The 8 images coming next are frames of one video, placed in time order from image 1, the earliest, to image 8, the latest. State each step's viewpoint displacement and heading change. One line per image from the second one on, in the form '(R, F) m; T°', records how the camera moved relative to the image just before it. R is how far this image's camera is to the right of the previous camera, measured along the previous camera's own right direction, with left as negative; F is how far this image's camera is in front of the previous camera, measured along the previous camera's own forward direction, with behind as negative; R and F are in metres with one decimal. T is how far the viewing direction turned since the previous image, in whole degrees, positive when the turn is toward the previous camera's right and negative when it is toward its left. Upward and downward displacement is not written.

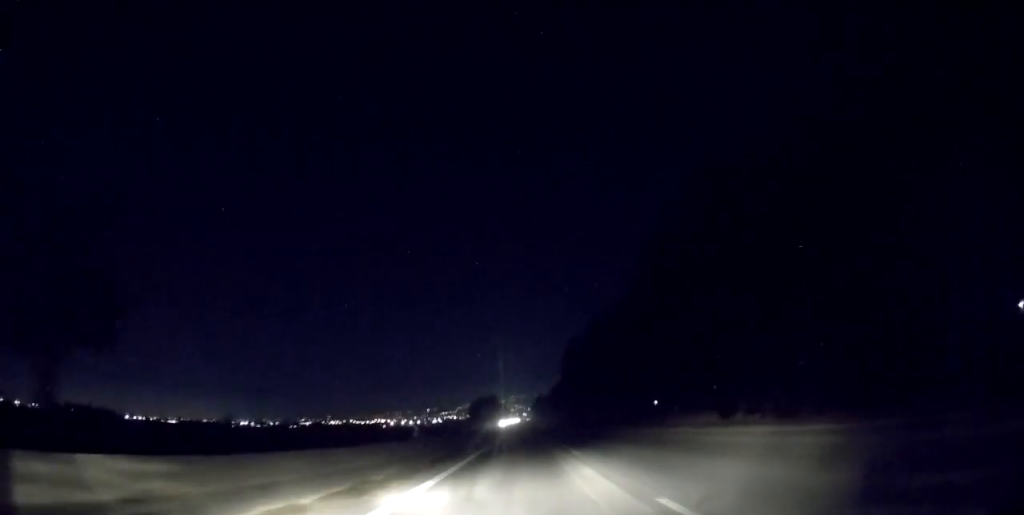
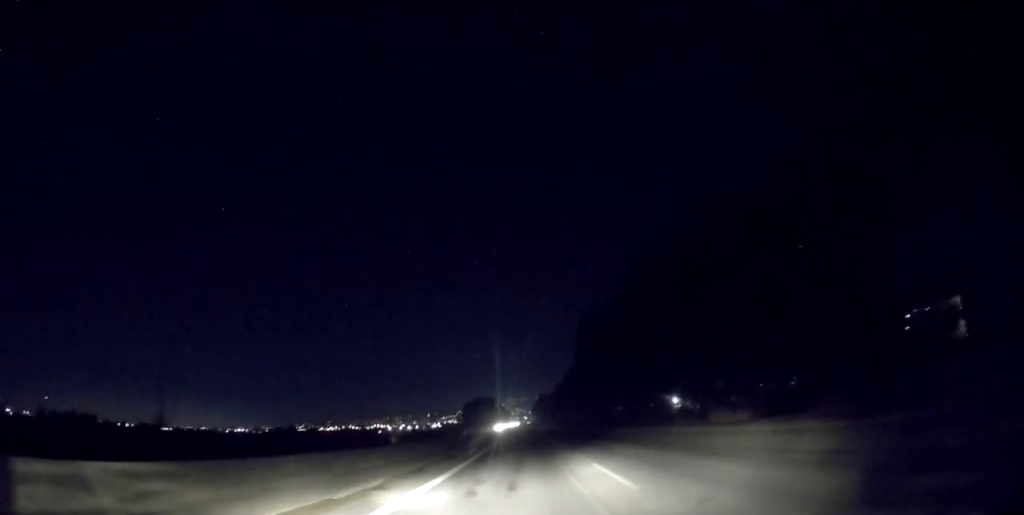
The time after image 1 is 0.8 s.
(-0.1, +28.2) m; 0°
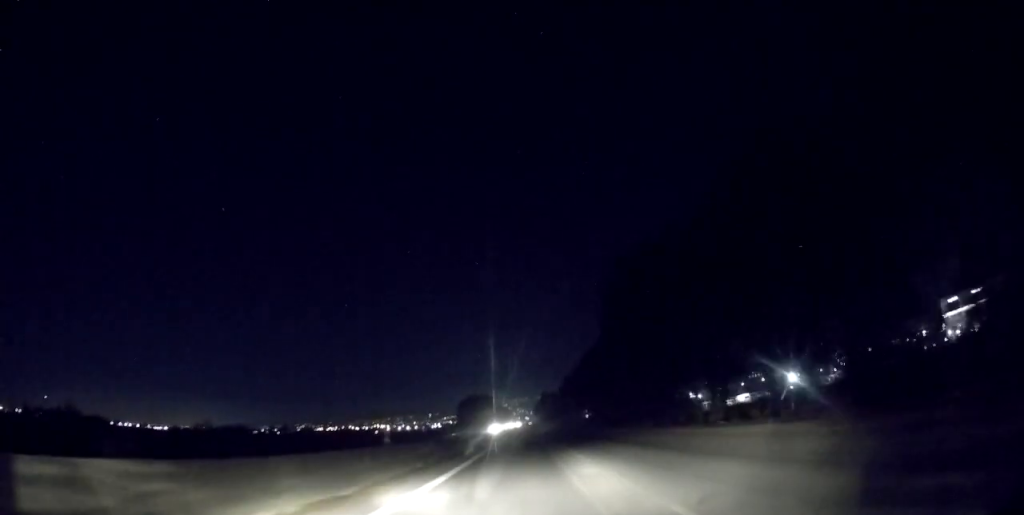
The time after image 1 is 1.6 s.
(0.0, +26.5) m; 0°
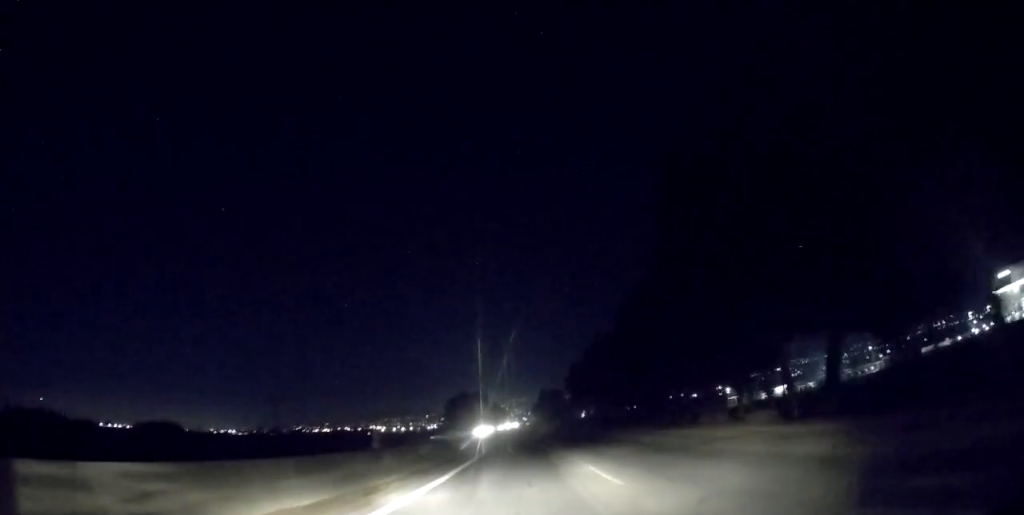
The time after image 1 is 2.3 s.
(-0.1, +25.9) m; 0°
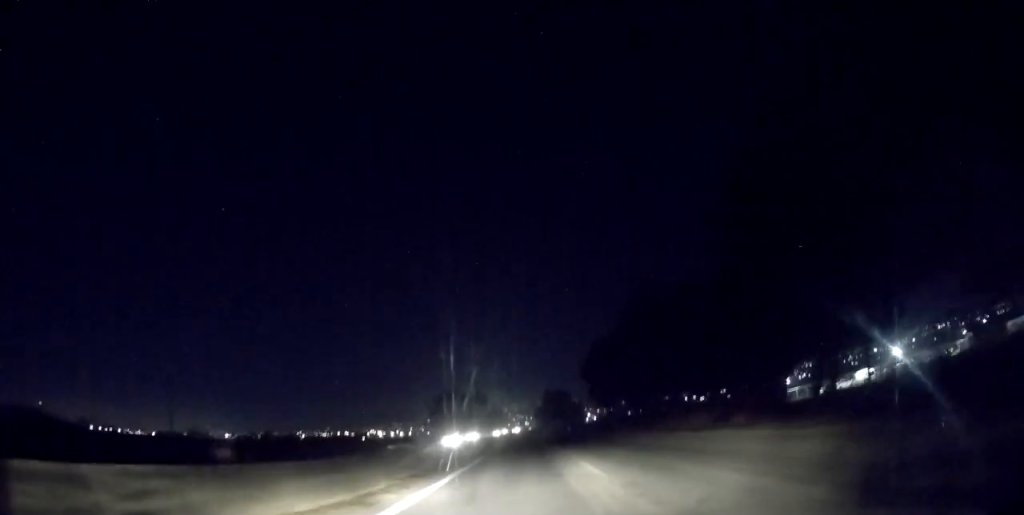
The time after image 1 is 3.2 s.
(-0.2, +33.0) m; 0°
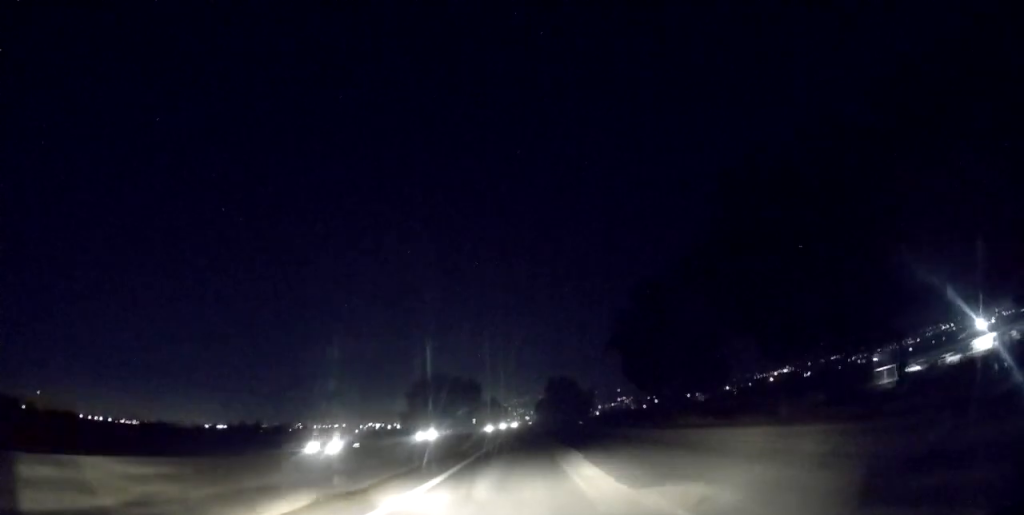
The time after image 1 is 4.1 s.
(+0.3, +30.1) m; 0°
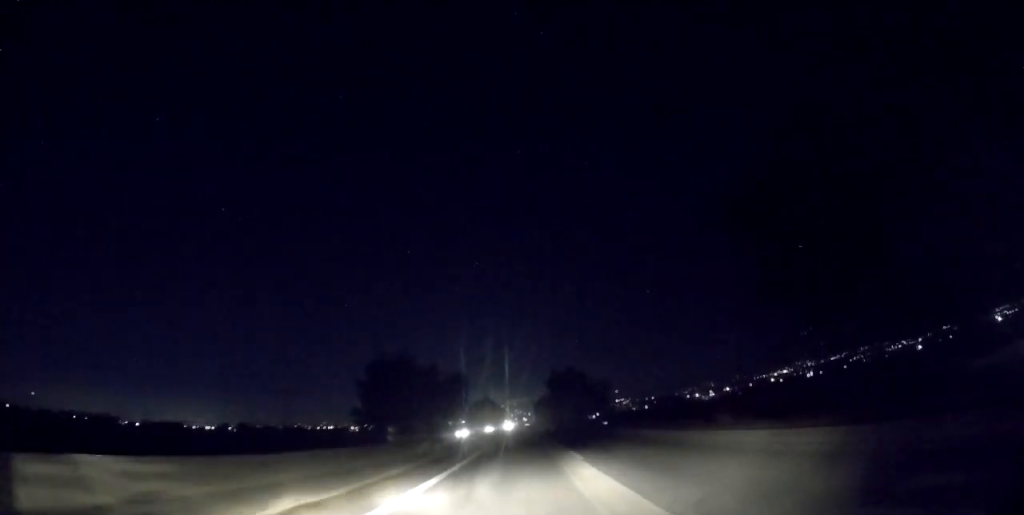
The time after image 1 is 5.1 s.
(-0.3, +36.0) m; 0°
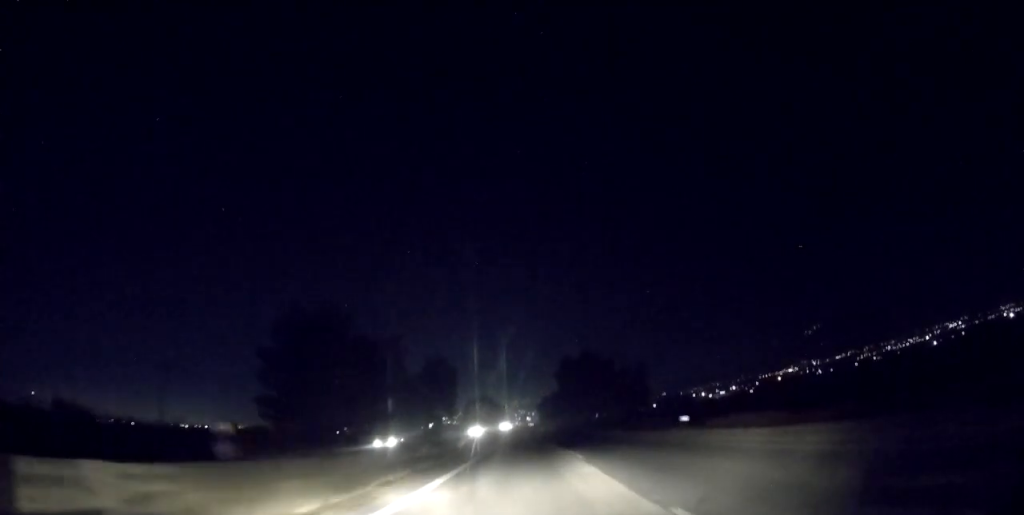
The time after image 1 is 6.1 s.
(+0.4, +34.9) m; +1°
